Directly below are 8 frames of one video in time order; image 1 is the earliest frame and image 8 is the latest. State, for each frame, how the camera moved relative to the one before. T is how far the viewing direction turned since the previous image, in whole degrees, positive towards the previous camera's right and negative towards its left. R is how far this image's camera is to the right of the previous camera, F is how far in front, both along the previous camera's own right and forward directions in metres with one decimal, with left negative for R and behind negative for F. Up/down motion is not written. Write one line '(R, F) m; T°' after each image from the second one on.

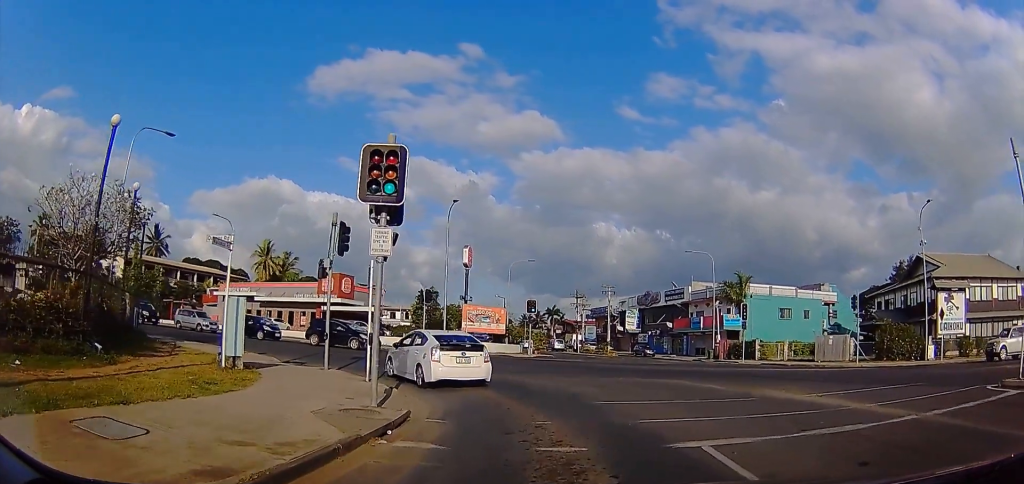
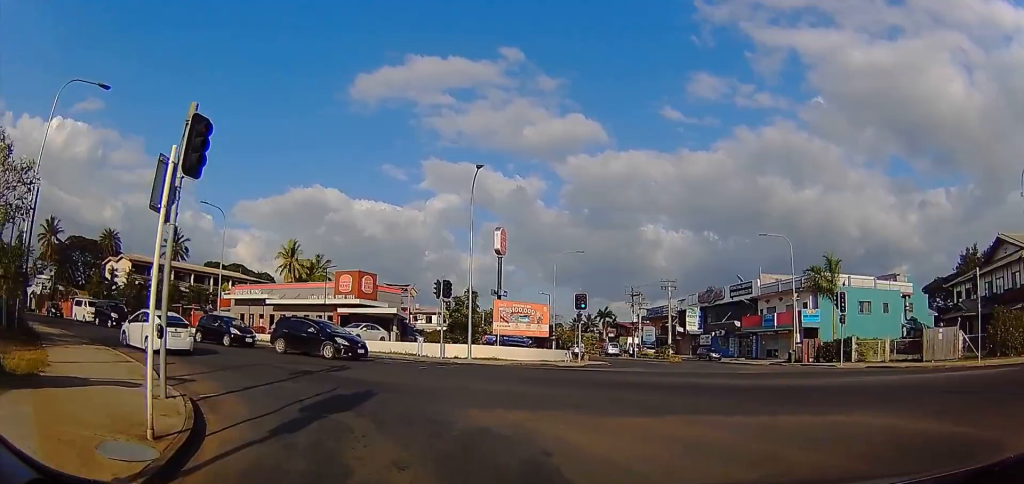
(-1.0, +8.7) m; -26°
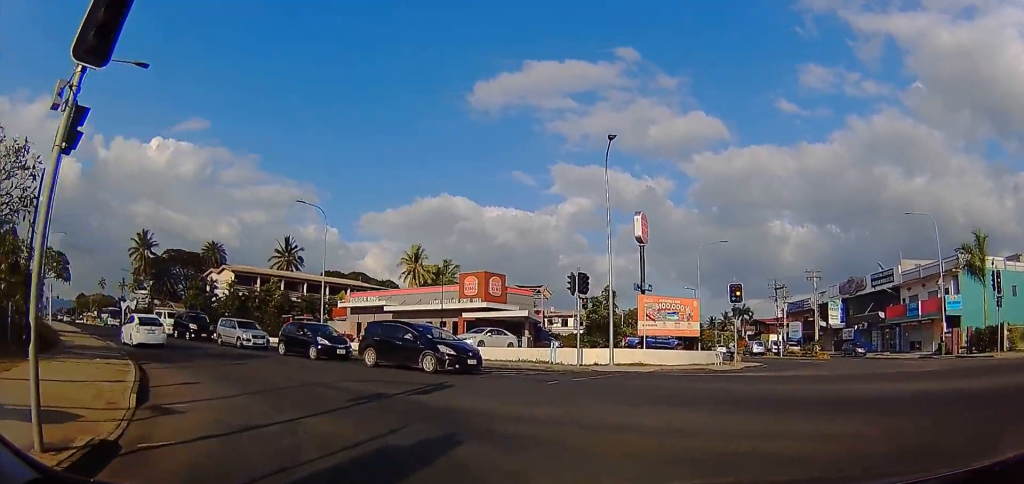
(-2.1, +4.9) m; -13°
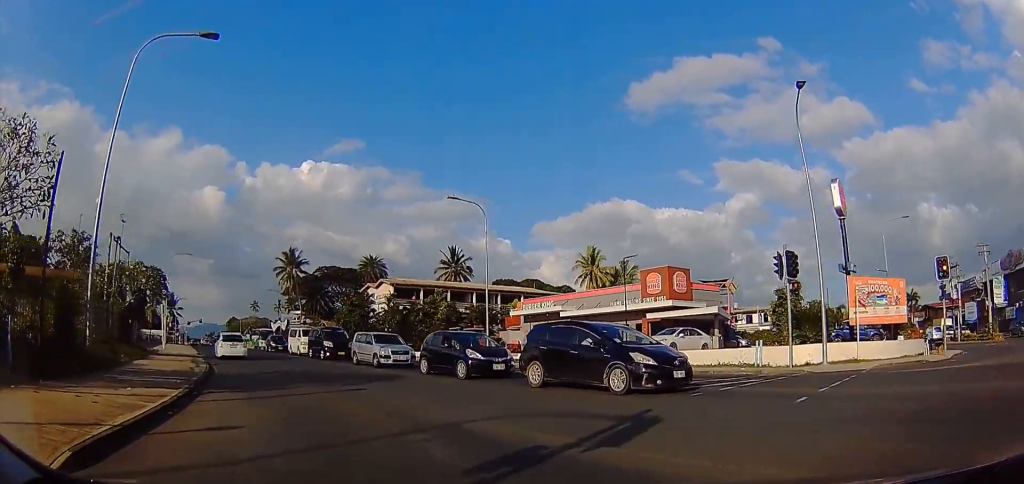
(+0.4, +5.3) m; -16°
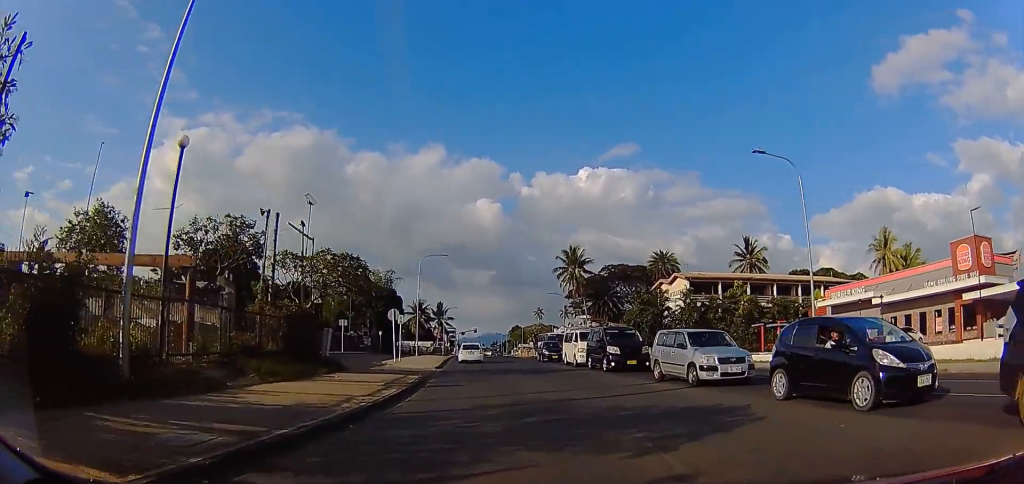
(-3.2, +7.8) m; -26°
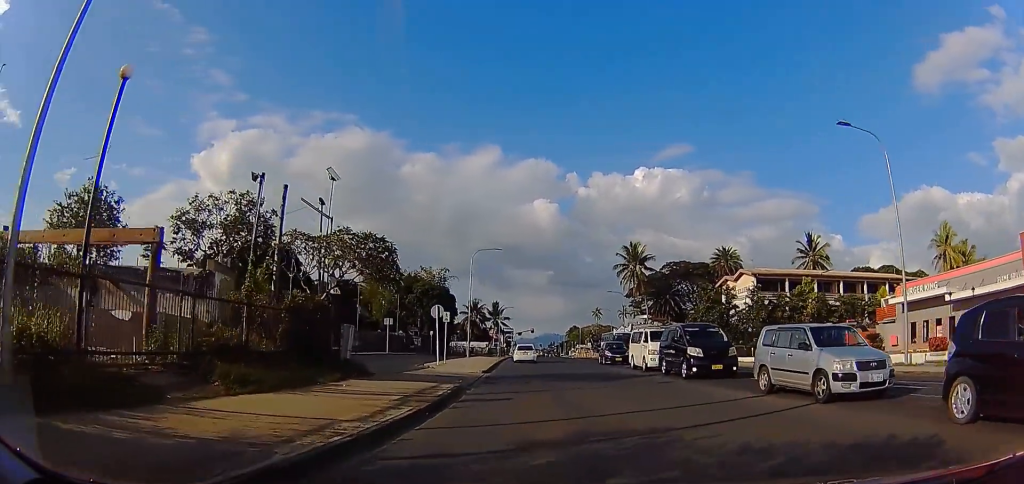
(+0.6, +4.4) m; +4°
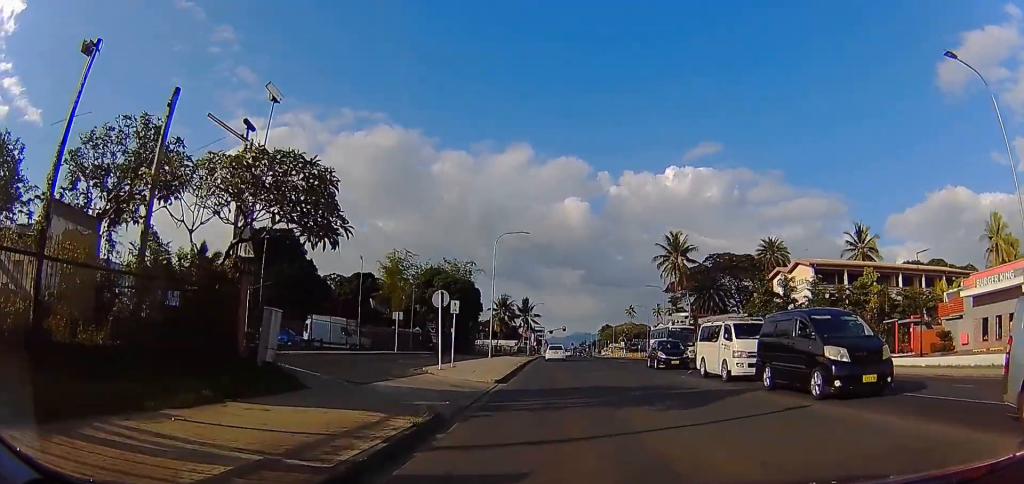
(+0.5, +7.9) m; -3°
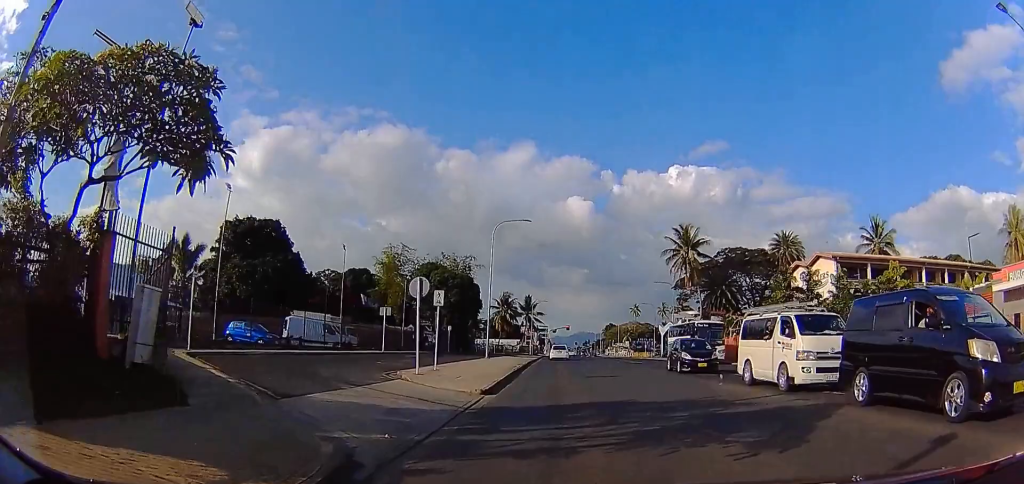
(+0.4, +4.4) m; -7°
